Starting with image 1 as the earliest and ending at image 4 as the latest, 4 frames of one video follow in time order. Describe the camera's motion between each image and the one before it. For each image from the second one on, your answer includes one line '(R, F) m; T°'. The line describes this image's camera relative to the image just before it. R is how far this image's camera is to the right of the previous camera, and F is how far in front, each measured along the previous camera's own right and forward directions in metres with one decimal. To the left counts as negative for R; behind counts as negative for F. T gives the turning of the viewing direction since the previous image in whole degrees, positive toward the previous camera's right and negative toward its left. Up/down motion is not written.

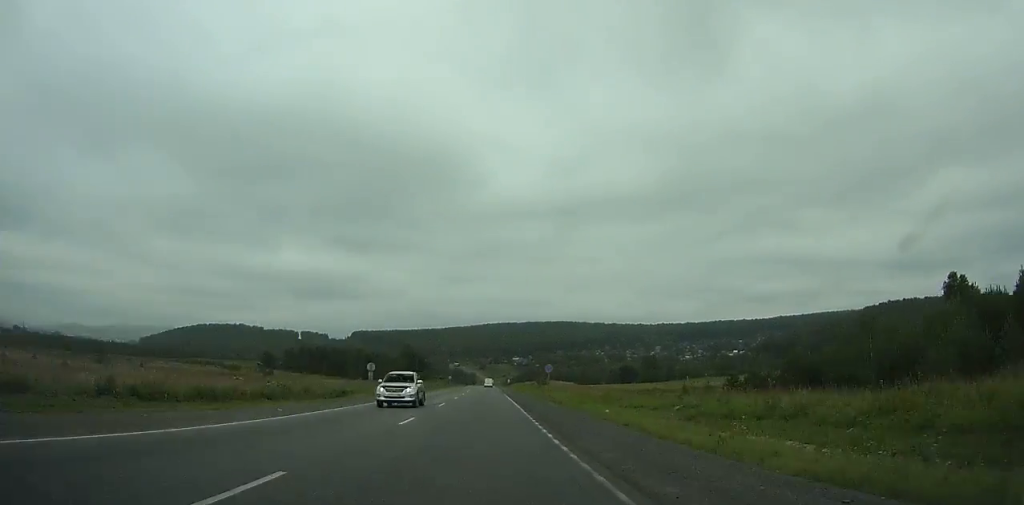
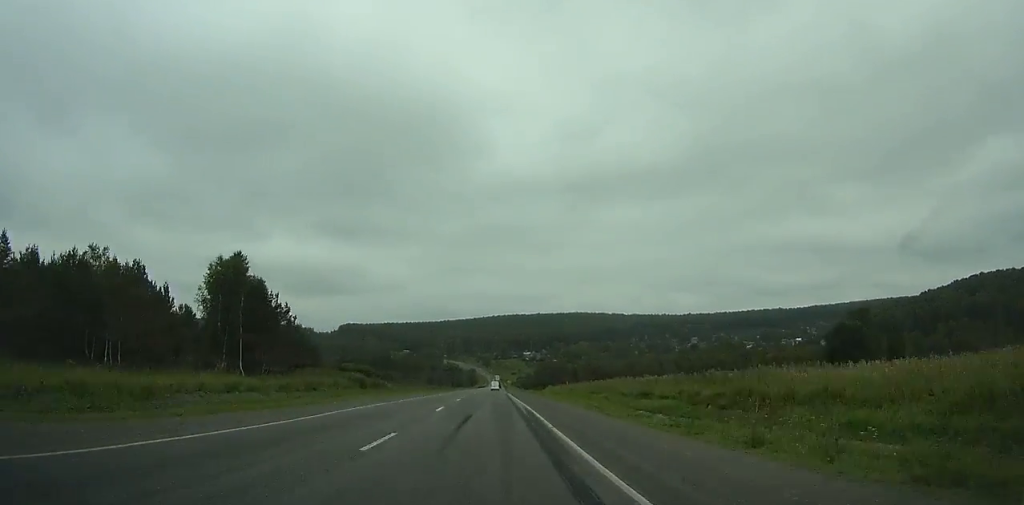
(-1.3, +154.9) m; -1°
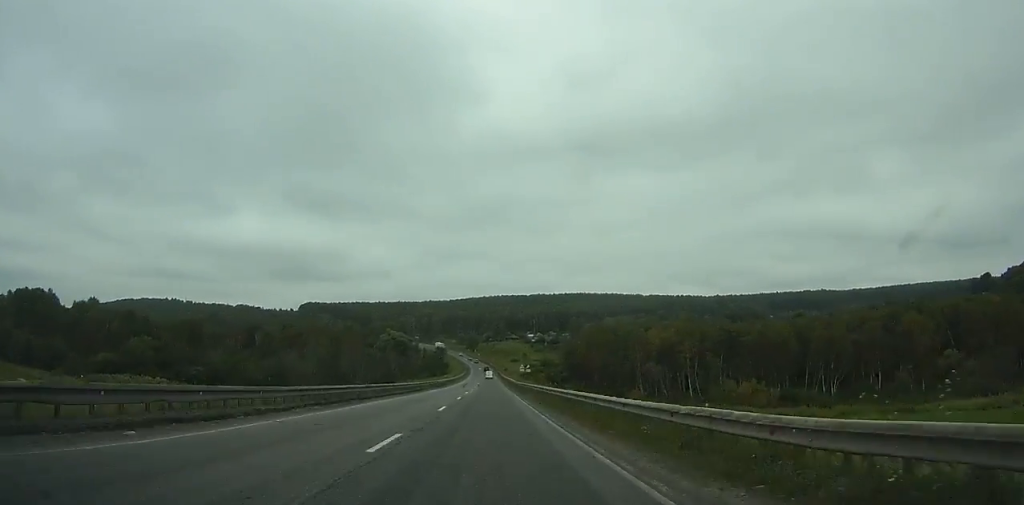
(+0.5, +201.8) m; 0°
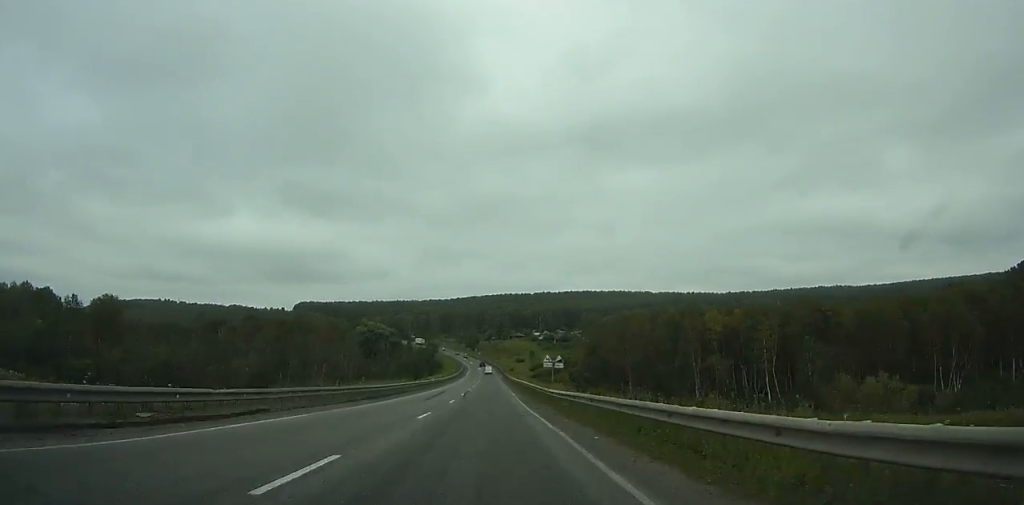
(0.0, +41.2) m; 0°
